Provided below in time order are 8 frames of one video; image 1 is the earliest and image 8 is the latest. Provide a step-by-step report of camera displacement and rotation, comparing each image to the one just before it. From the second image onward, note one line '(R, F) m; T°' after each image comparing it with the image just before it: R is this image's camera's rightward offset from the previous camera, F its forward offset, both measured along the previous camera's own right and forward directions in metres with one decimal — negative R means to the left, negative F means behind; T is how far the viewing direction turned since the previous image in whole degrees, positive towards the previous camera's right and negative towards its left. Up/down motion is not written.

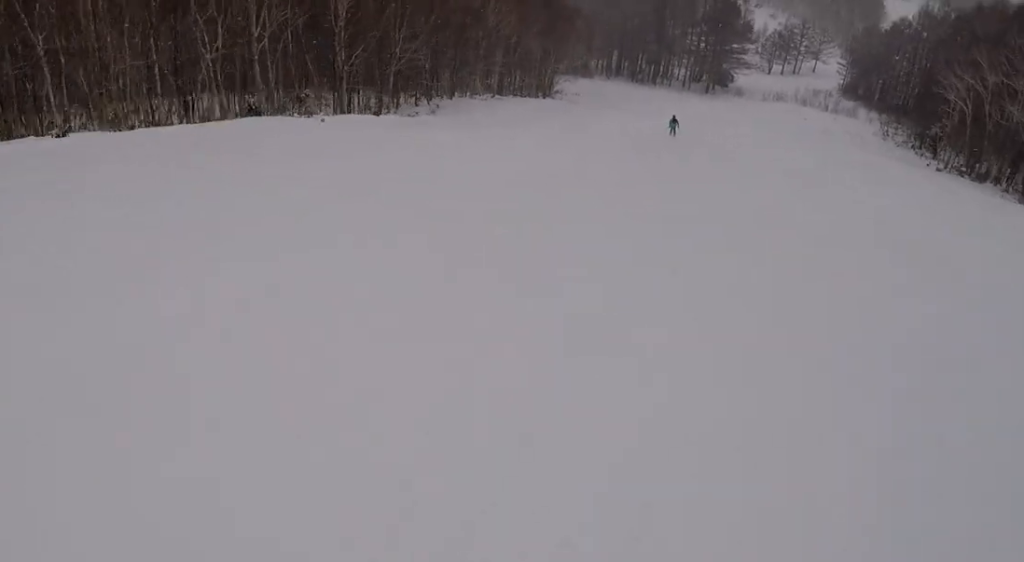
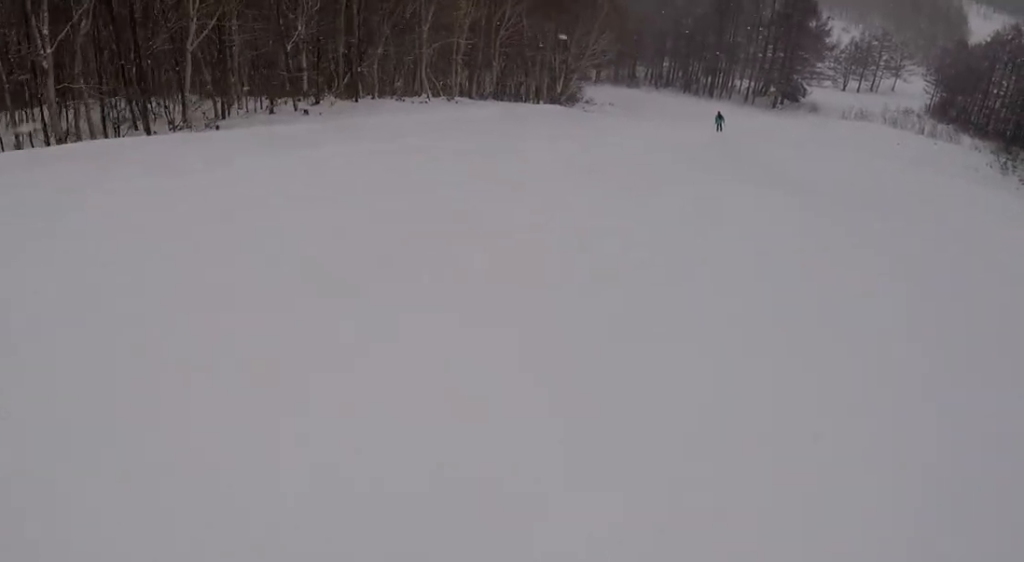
(+0.3, +25.3) m; 0°
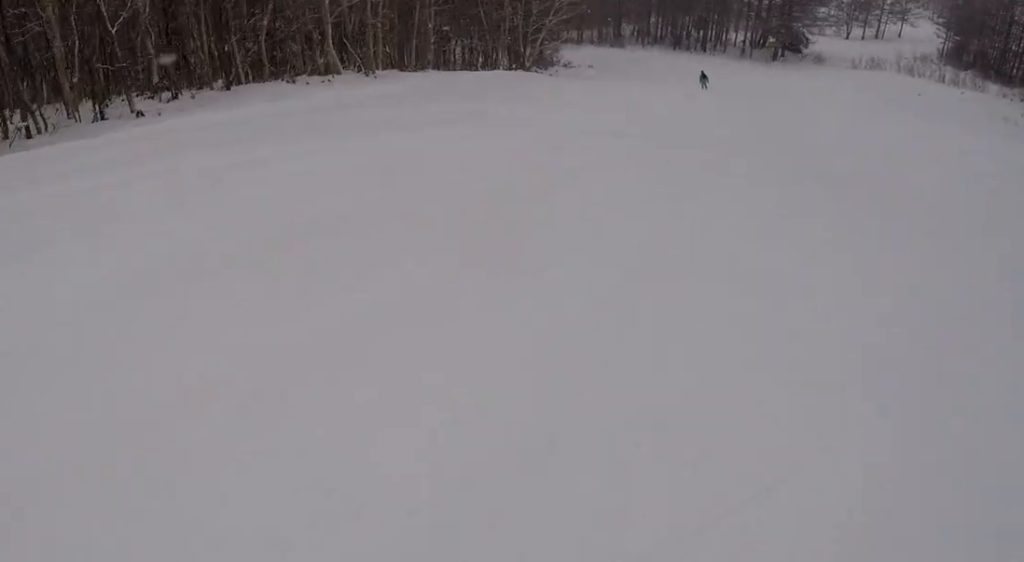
(-0.1, +9.8) m; -2°
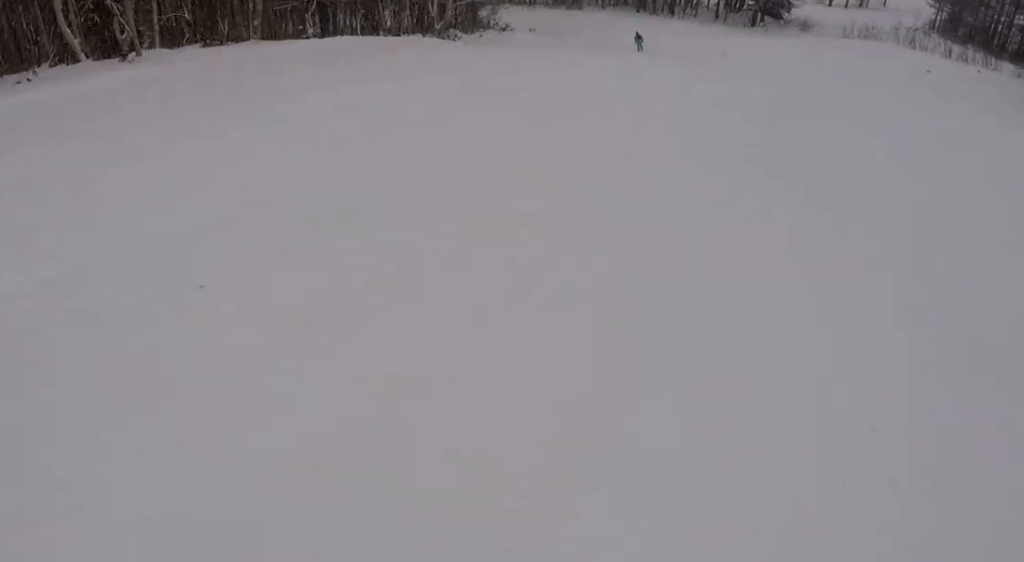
(-0.4, +14.9) m; -4°
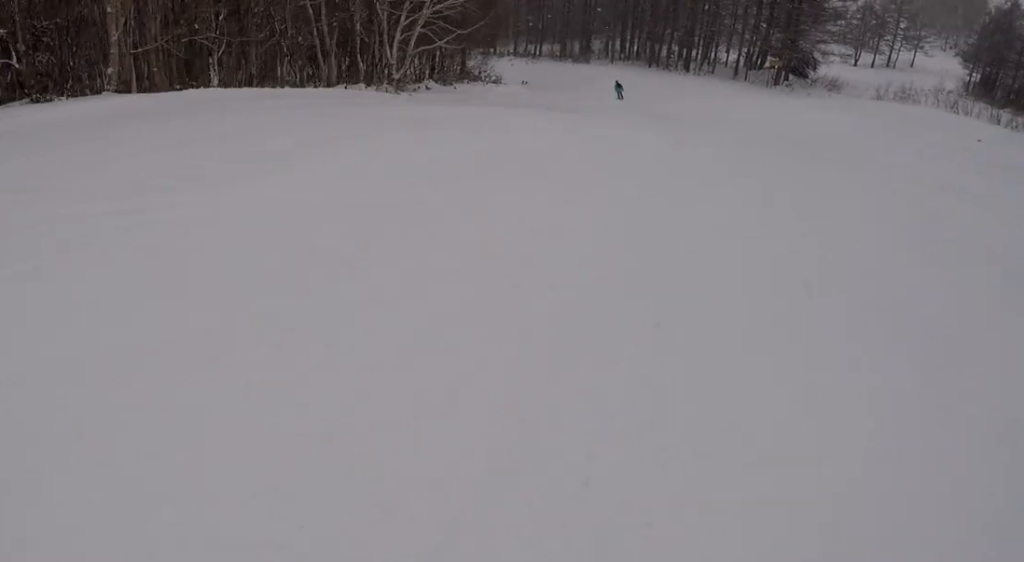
(-0.2, +9.8) m; -3°
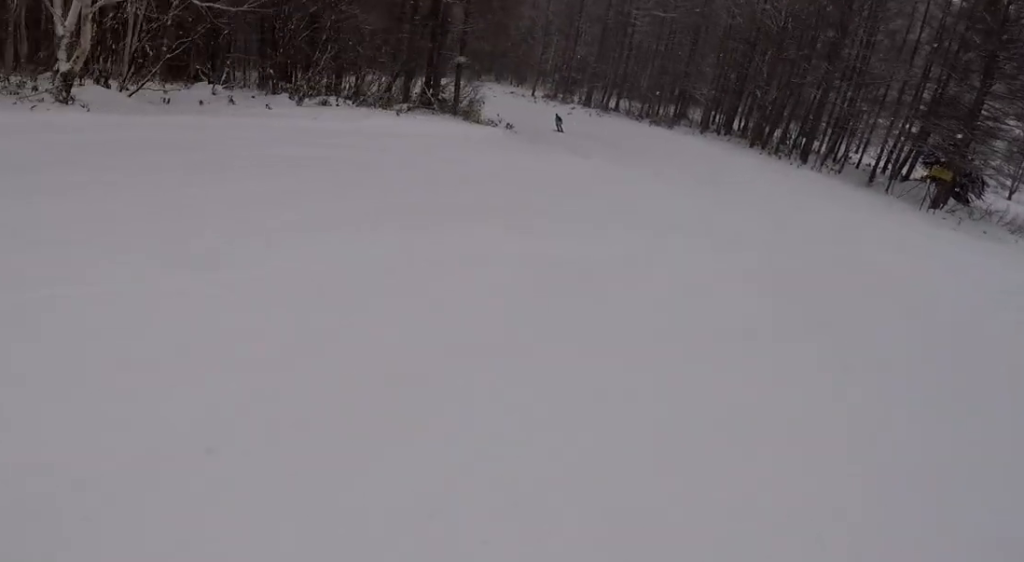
(-1.8, +27.9) m; -4°
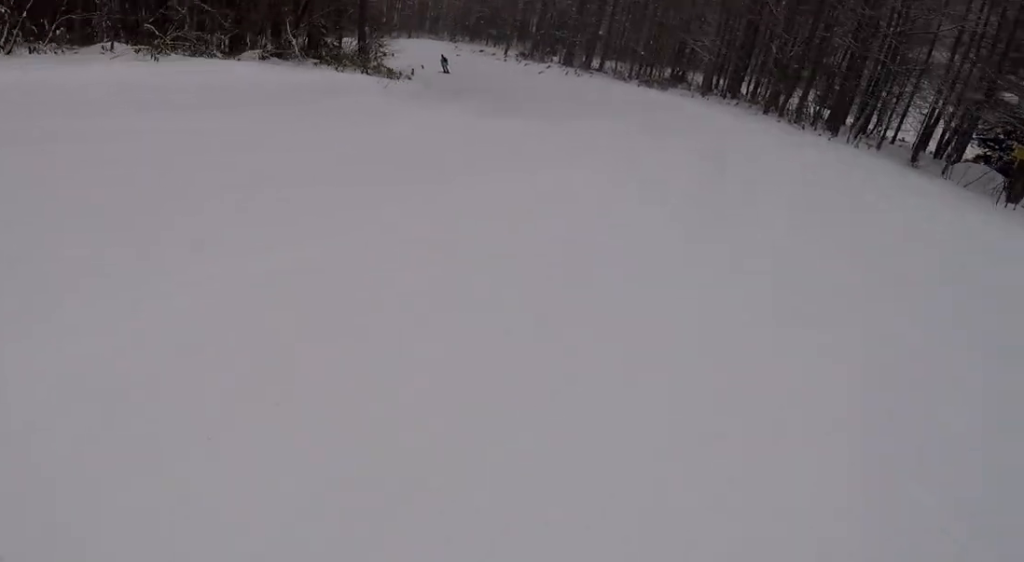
(+0.3, +12.9) m; -8°
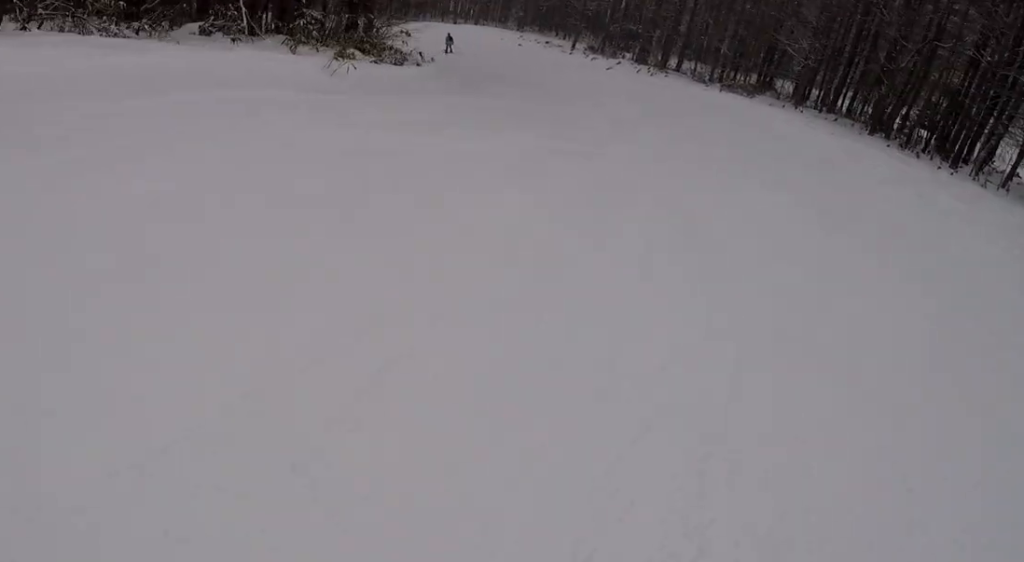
(-0.9, +7.7) m; -8°
